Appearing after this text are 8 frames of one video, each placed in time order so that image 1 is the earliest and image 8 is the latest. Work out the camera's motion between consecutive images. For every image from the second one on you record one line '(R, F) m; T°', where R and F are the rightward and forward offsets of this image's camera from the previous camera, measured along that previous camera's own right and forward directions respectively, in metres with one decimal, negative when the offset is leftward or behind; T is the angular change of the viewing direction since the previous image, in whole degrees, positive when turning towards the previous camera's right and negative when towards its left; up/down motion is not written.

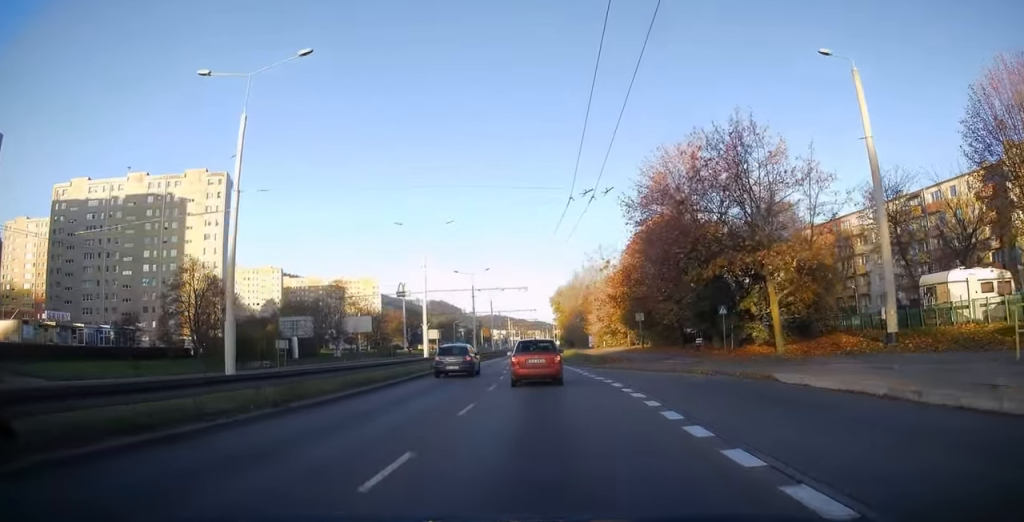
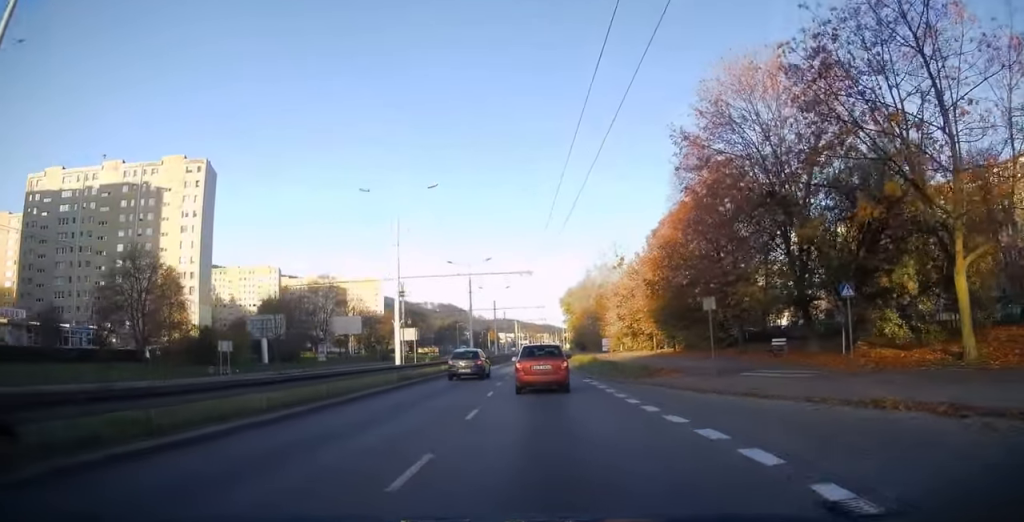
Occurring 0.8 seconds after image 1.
(+0.3, +11.9) m; 0°
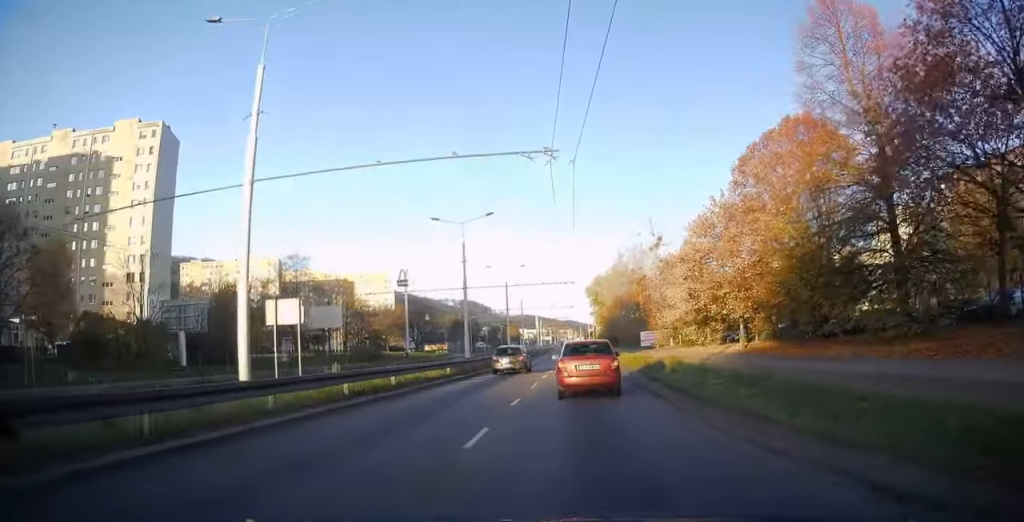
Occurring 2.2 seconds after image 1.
(-0.9, +21.2) m; -3°
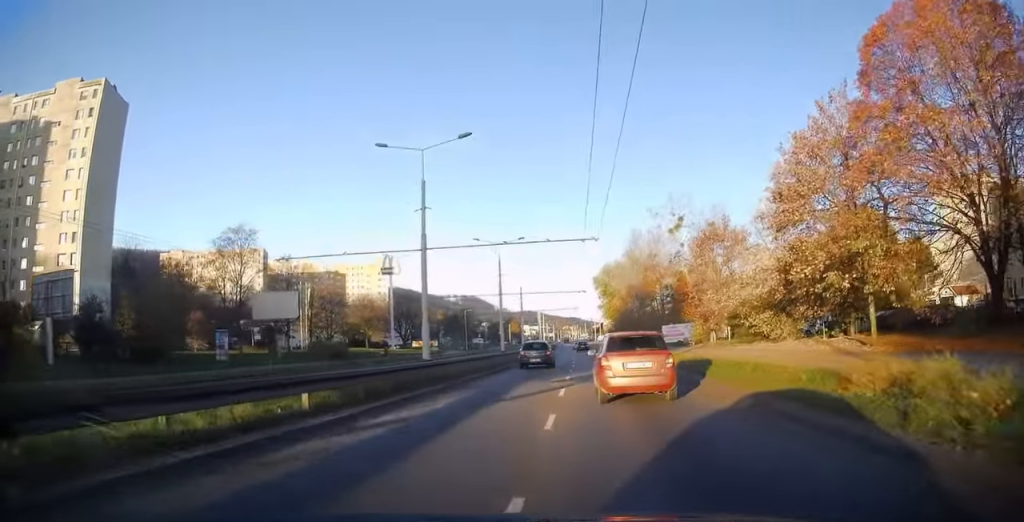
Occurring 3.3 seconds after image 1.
(-0.1, +16.5) m; 0°
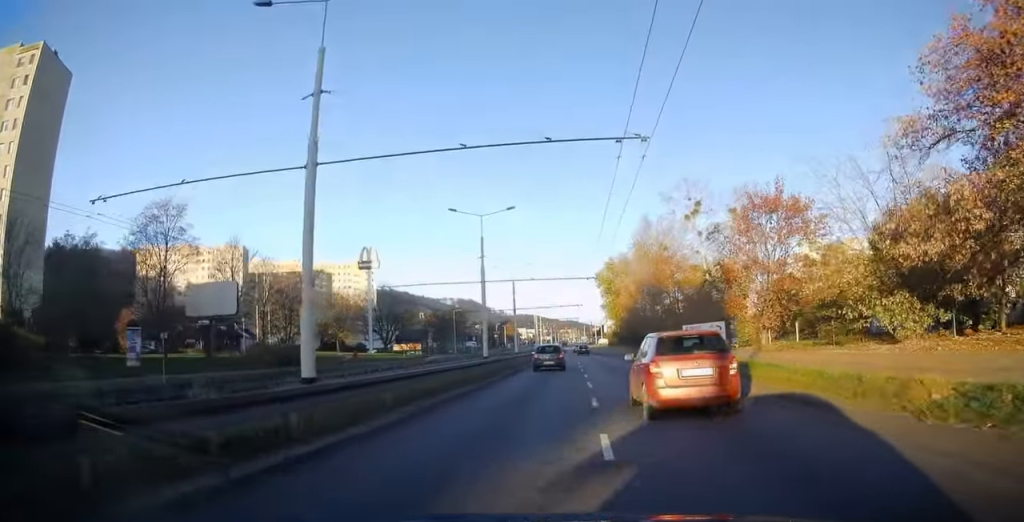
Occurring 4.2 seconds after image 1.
(+0.1, +14.3) m; +1°
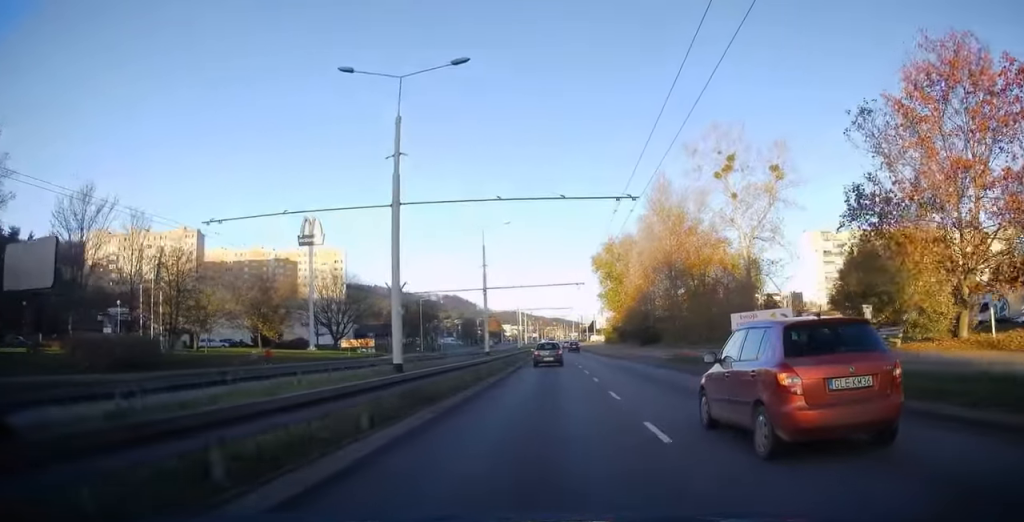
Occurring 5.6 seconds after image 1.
(0.0, +23.4) m; 0°
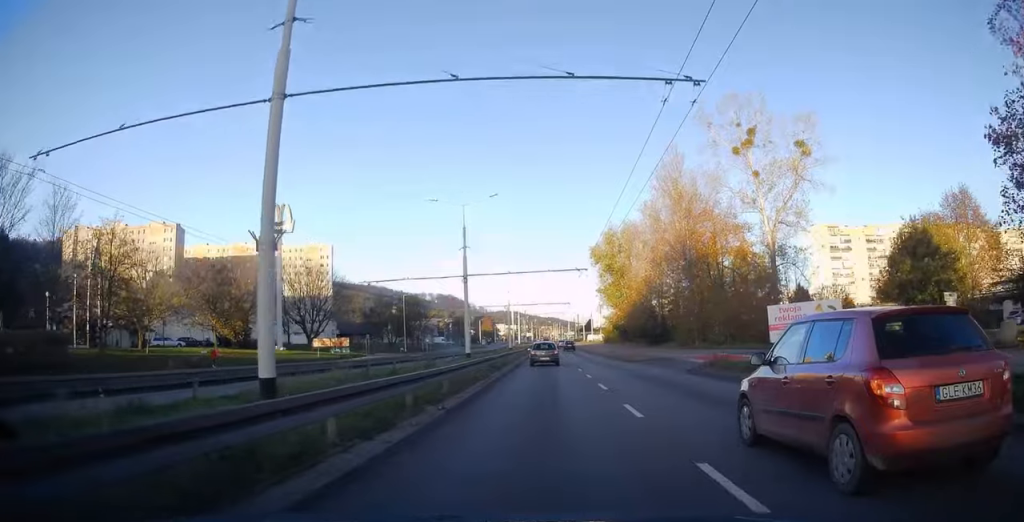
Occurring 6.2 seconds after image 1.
(+0.1, +9.5) m; 0°
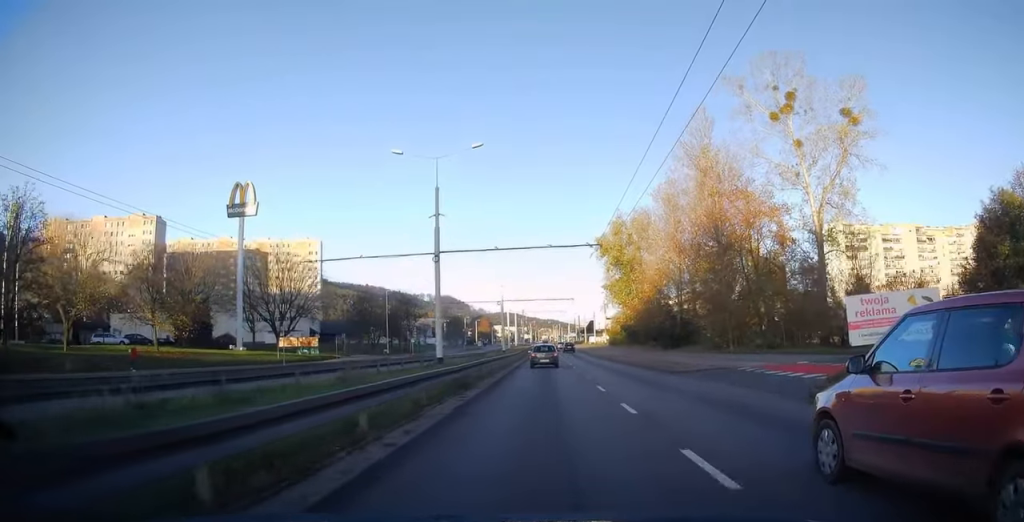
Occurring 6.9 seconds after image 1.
(+0.2, +11.2) m; +1°
